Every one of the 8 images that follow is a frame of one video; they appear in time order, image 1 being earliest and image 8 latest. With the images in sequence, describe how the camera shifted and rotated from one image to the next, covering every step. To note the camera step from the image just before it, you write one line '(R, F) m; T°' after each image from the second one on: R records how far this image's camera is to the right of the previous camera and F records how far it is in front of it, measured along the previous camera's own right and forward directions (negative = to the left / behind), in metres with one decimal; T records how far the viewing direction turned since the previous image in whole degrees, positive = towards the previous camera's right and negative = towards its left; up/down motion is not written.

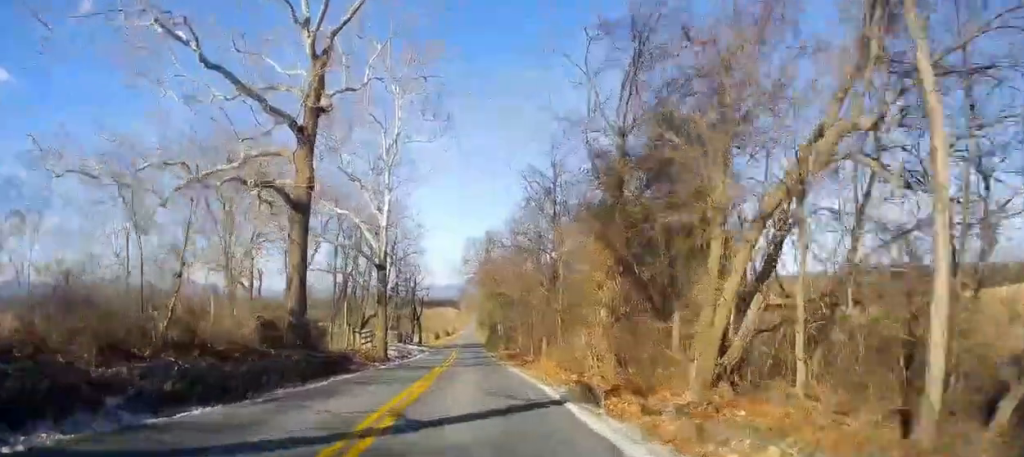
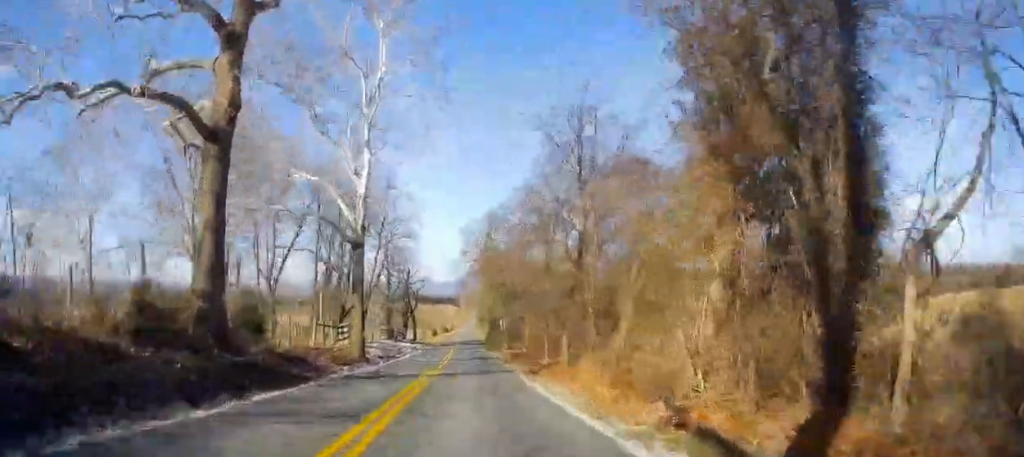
(-0.5, +7.1) m; +4°
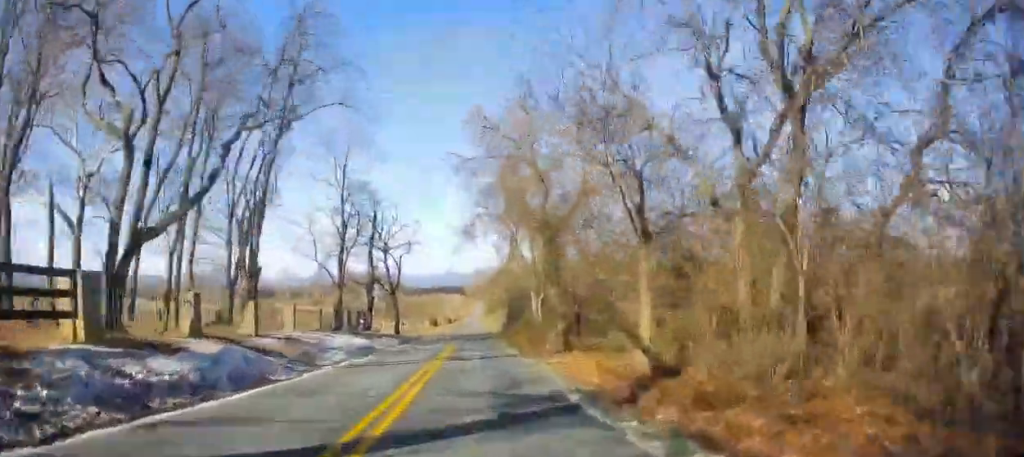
(+5.8, +28.9) m; +5°
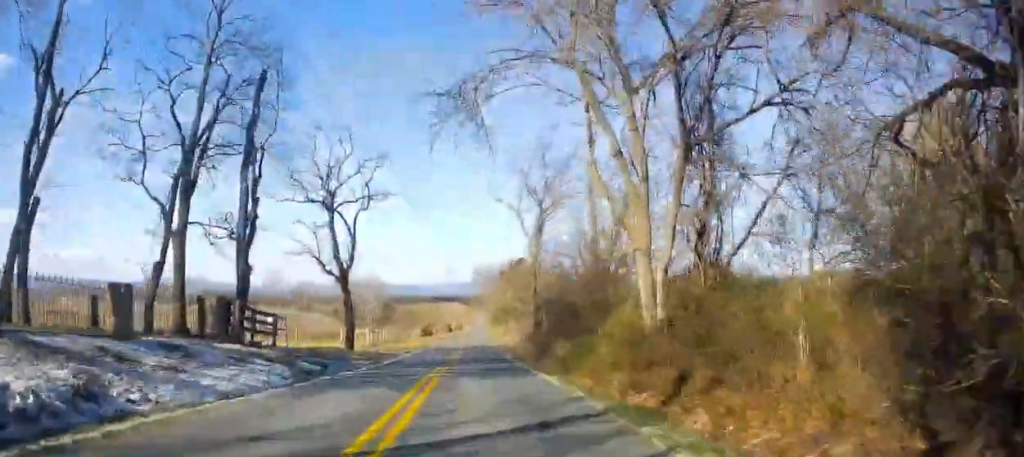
(-1.0, +23.6) m; -4°
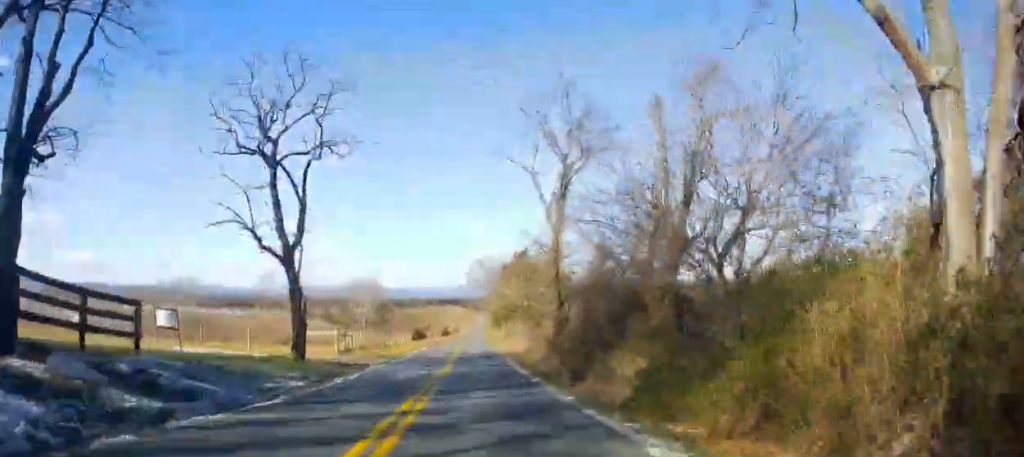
(-0.1, +9.9) m; 0°
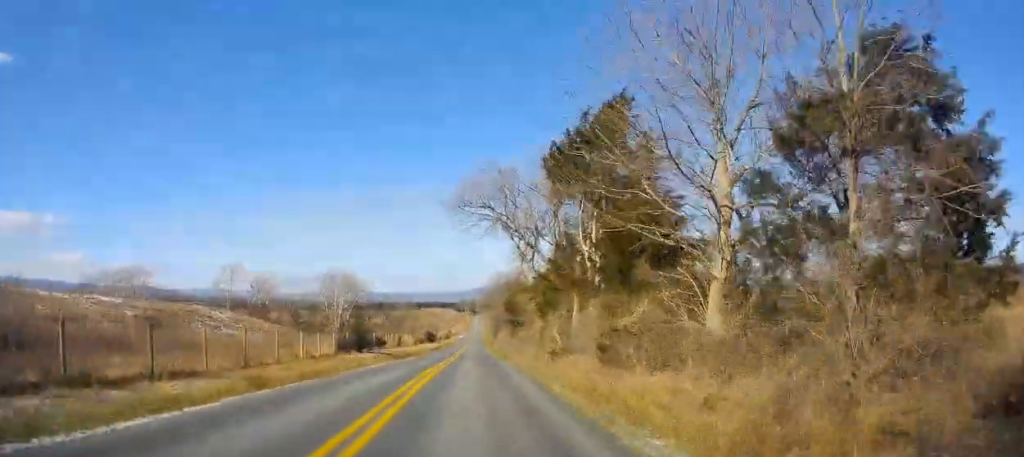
(-0.1, +39.1) m; 0°
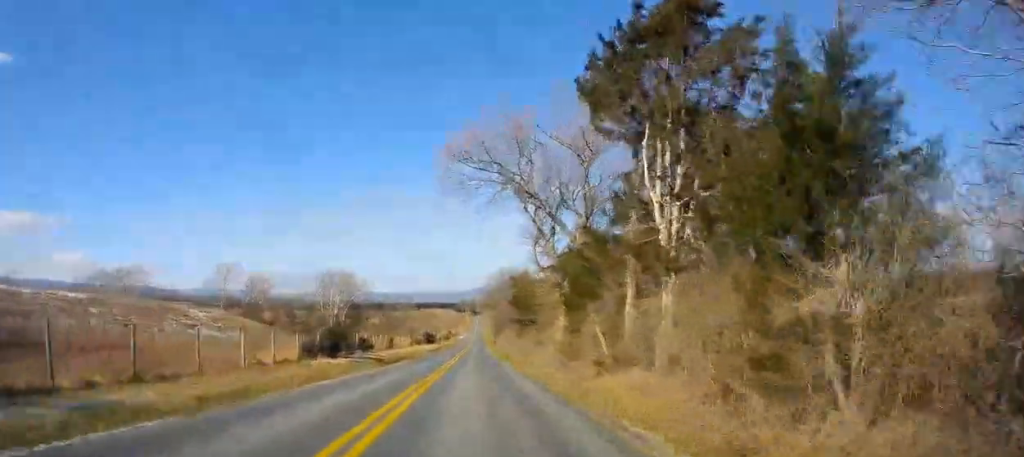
(0.0, +7.8) m; 0°
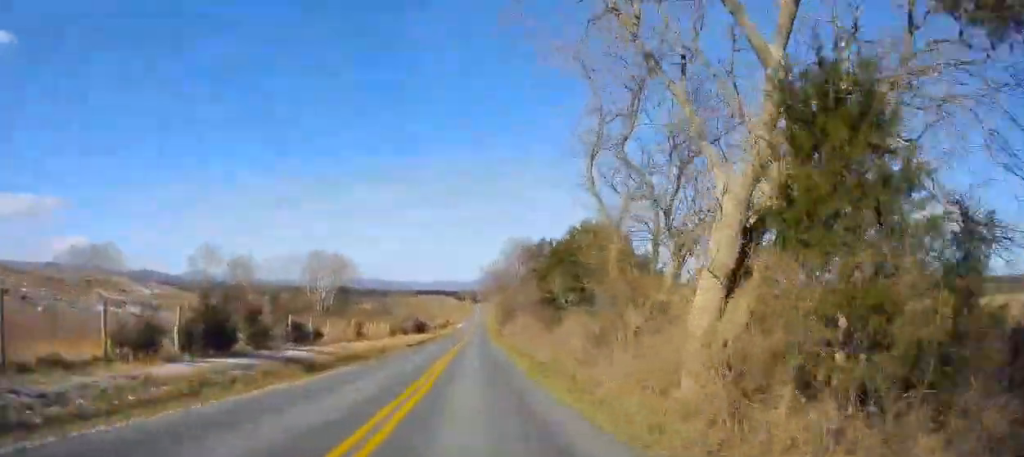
(0.0, +15.9) m; -1°
